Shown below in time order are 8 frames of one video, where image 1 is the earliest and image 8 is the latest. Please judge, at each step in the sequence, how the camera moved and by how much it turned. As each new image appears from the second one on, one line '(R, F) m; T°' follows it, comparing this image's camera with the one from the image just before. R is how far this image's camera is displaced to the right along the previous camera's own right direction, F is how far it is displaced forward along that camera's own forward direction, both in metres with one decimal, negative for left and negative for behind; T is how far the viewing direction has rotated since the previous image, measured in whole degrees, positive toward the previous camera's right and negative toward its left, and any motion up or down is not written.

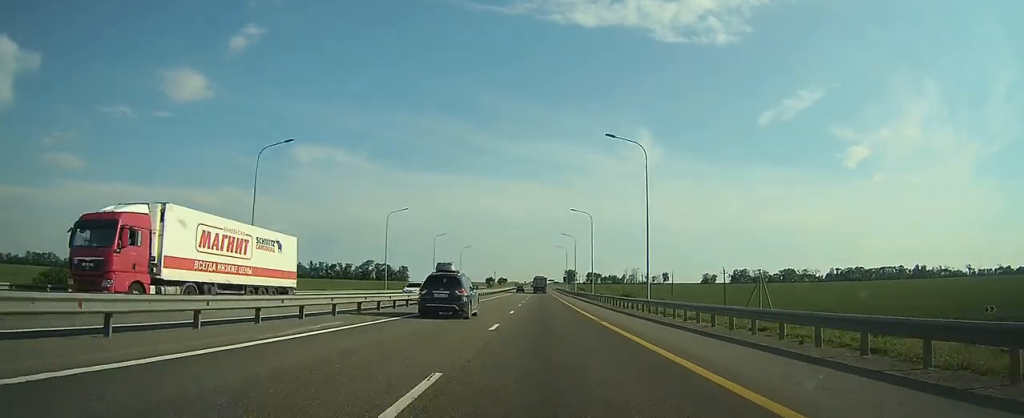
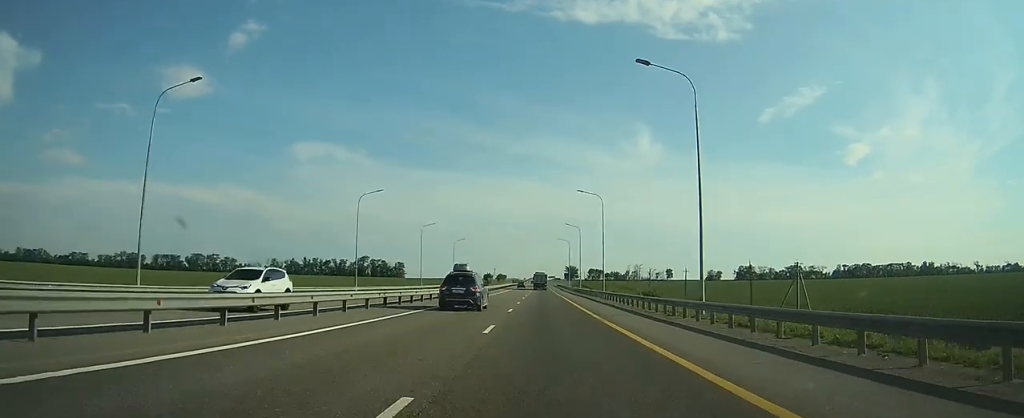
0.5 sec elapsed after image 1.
(0.0, +14.0) m; 0°
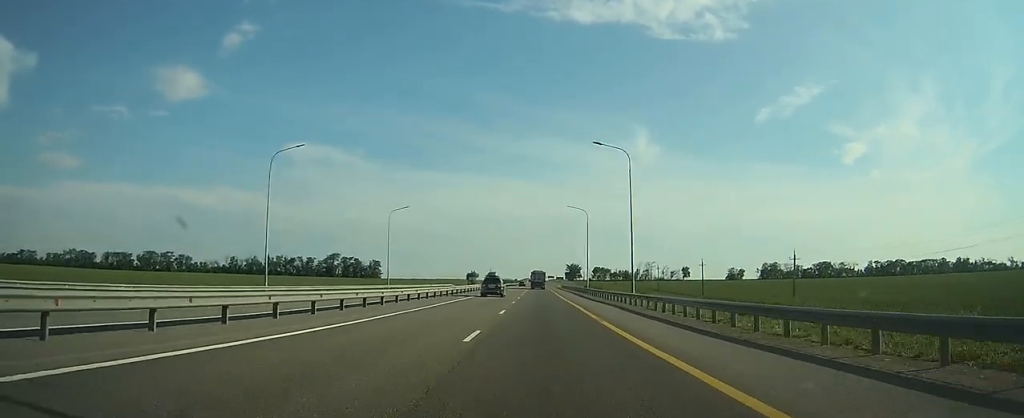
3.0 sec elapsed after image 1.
(0.0, +63.5) m; 0°
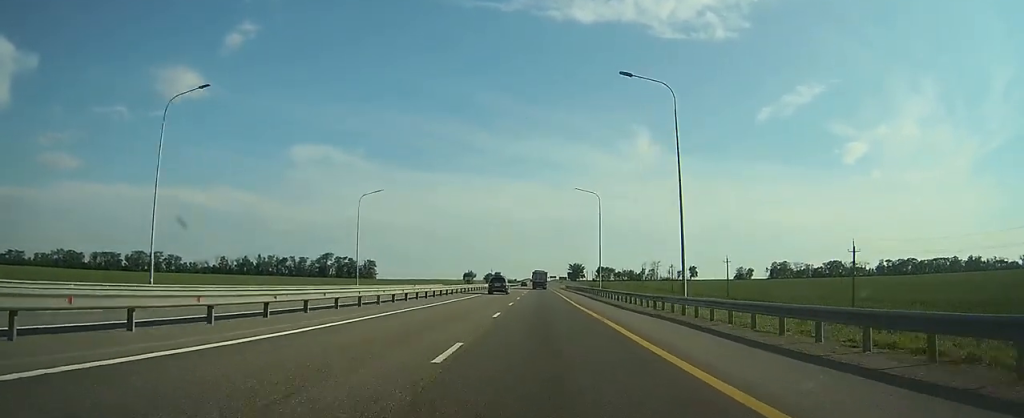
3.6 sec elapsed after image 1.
(0.0, +15.9) m; 0°
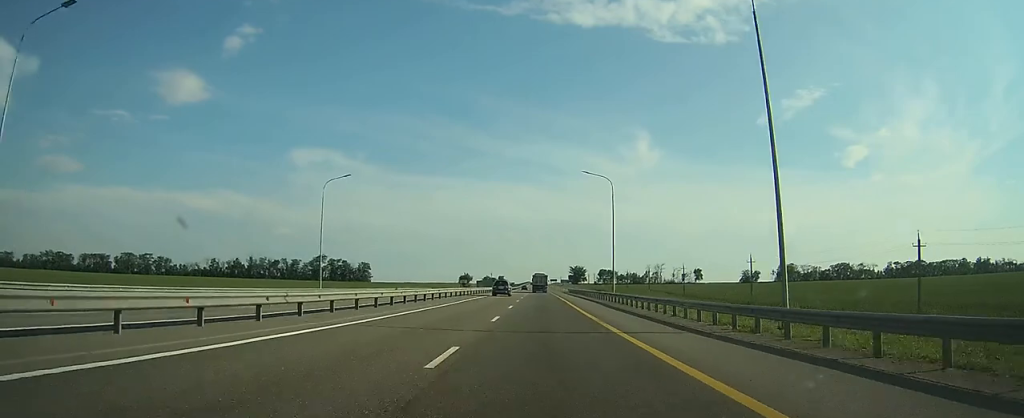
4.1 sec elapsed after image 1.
(-0.1, +12.5) m; 0°
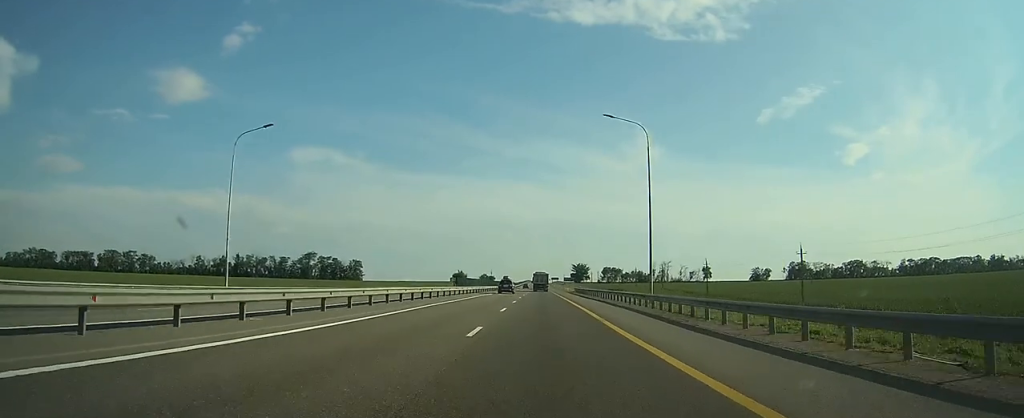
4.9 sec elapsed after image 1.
(+0.1, +19.0) m; 0°
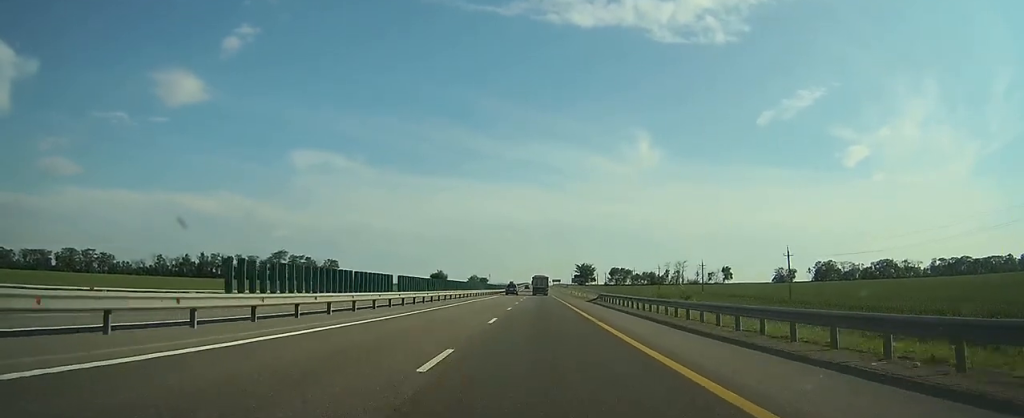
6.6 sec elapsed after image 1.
(+0.2, +41.2) m; 0°
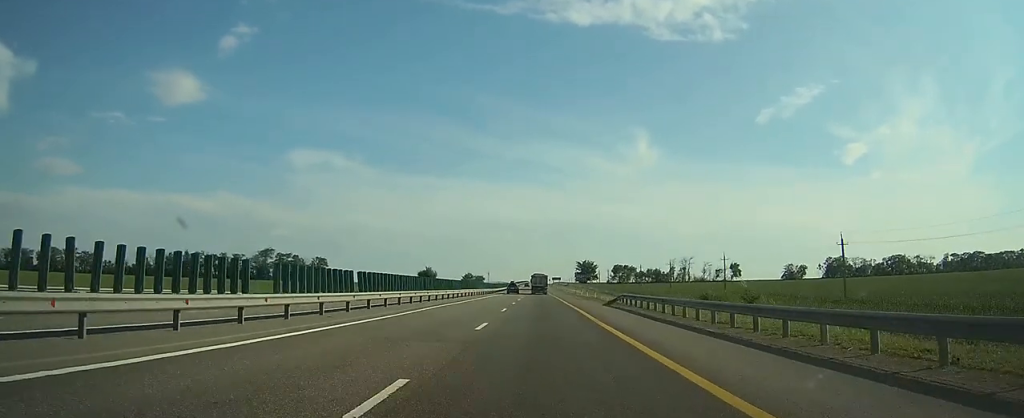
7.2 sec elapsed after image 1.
(-0.1, +15.7) m; 0°
